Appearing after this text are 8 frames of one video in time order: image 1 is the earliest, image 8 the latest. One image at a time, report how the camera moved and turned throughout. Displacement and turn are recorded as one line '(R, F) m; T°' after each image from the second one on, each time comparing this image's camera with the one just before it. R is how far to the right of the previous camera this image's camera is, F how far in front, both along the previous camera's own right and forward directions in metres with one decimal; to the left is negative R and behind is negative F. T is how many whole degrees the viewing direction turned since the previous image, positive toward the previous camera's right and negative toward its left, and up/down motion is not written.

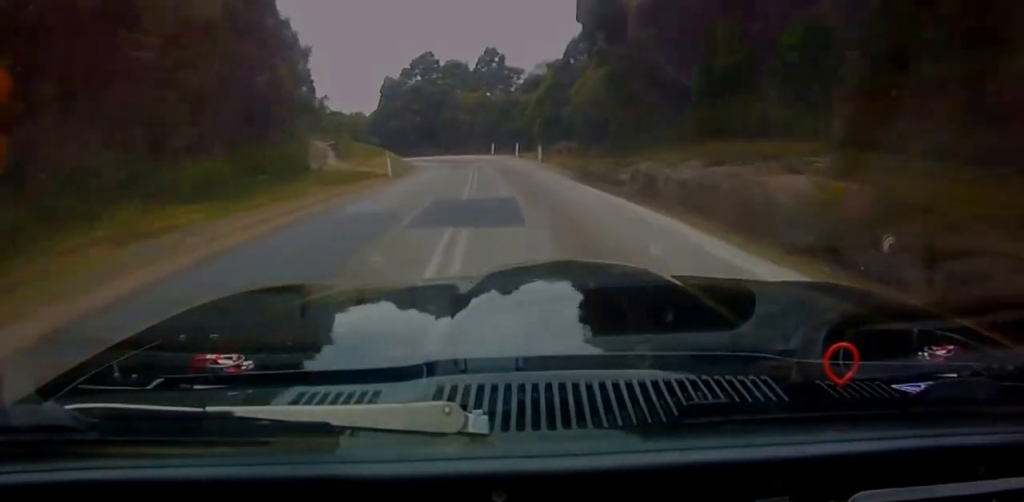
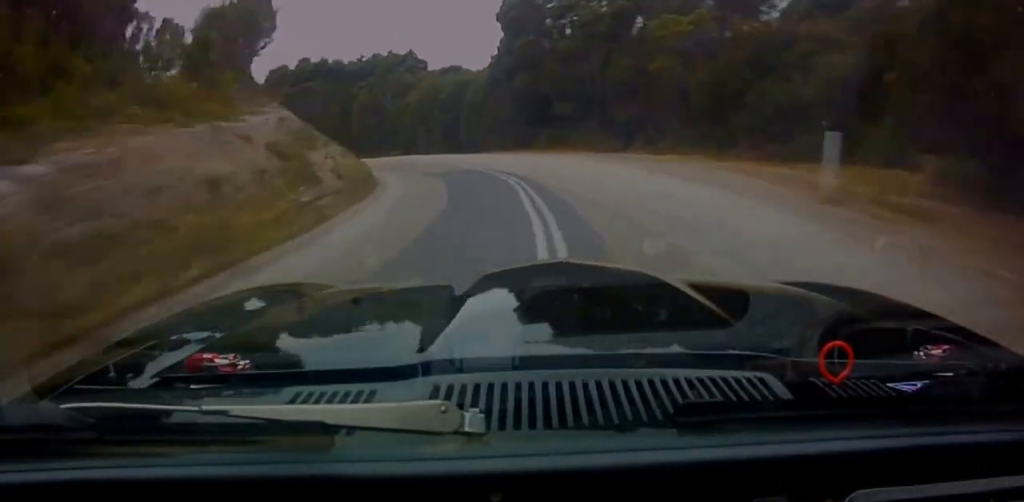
(-7.2, +45.4) m; -24°
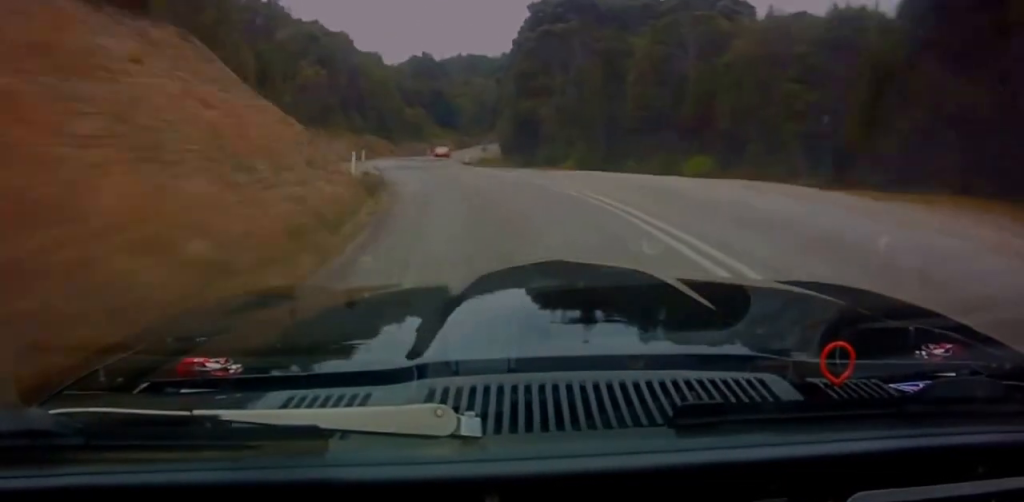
(-6.5, +30.0) m; -22°
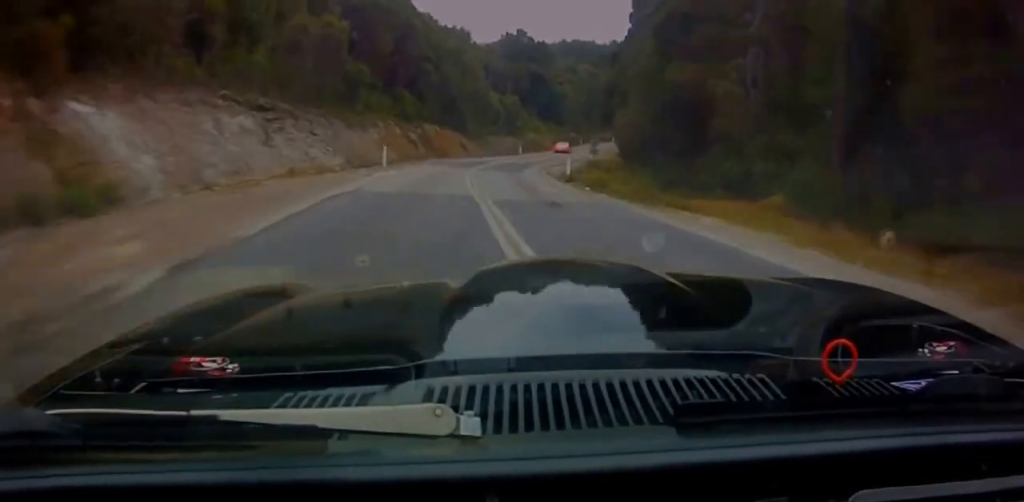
(-2.9, +22.5) m; -11°
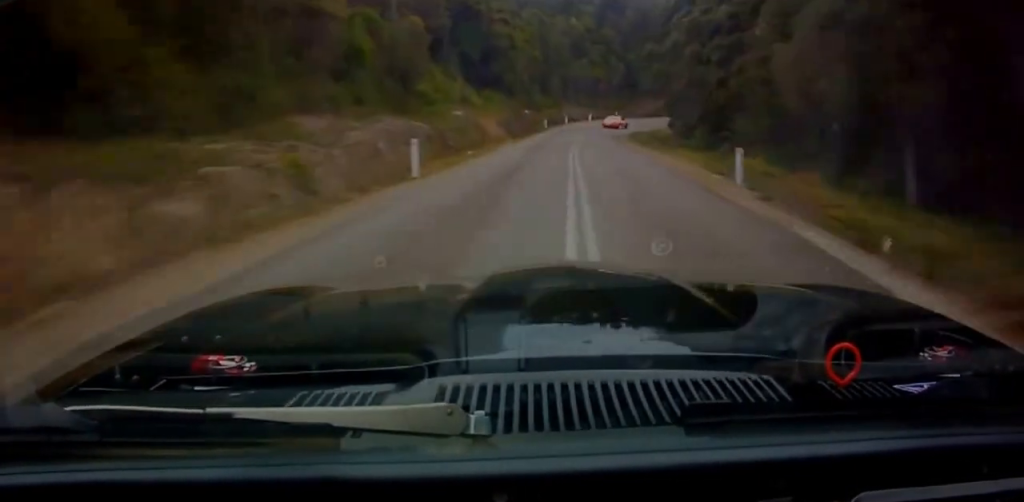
(-4.1, +56.2) m; -1°
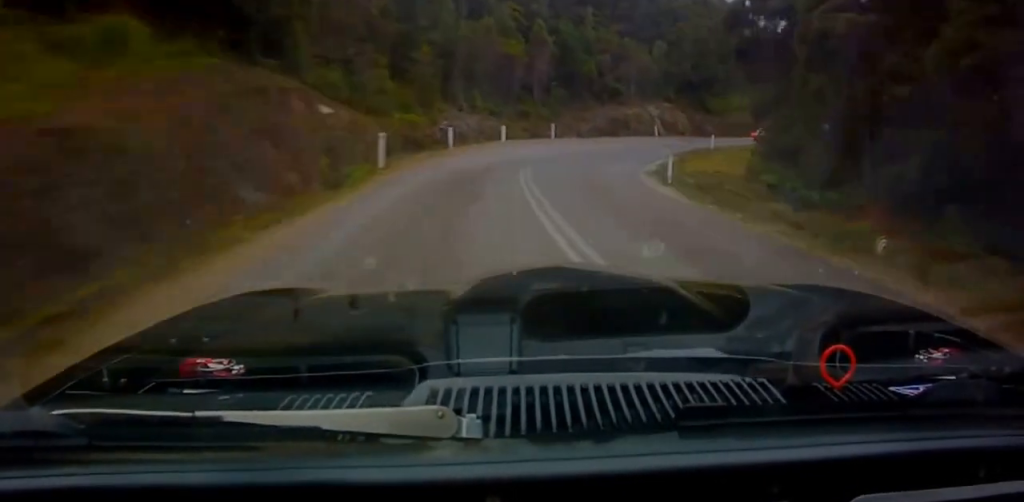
(+3.7, +48.0) m; +11°
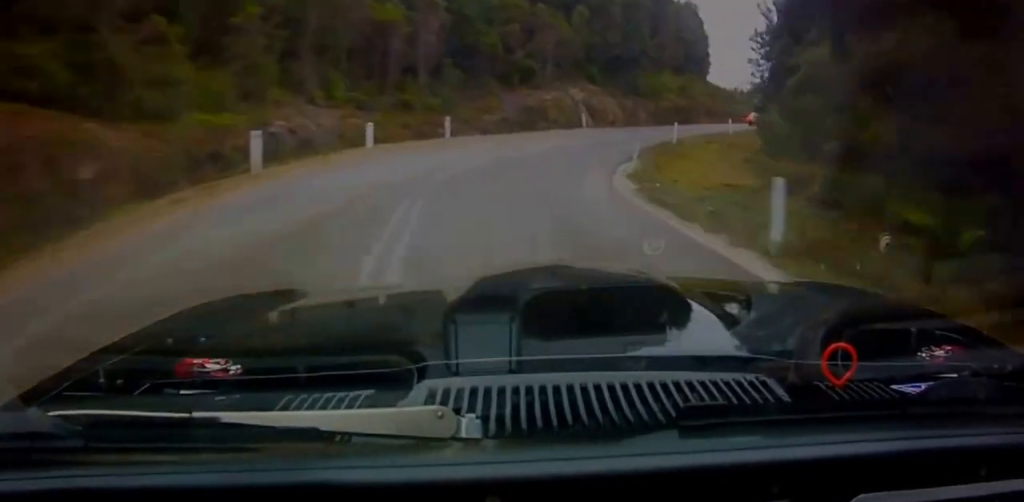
(+0.6, +14.0) m; +7°
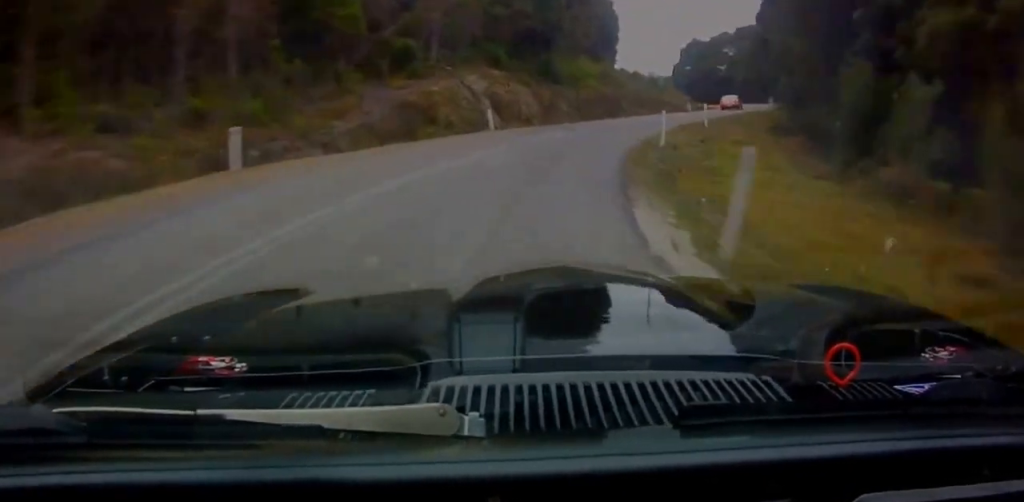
(+0.1, +15.6) m; +8°
